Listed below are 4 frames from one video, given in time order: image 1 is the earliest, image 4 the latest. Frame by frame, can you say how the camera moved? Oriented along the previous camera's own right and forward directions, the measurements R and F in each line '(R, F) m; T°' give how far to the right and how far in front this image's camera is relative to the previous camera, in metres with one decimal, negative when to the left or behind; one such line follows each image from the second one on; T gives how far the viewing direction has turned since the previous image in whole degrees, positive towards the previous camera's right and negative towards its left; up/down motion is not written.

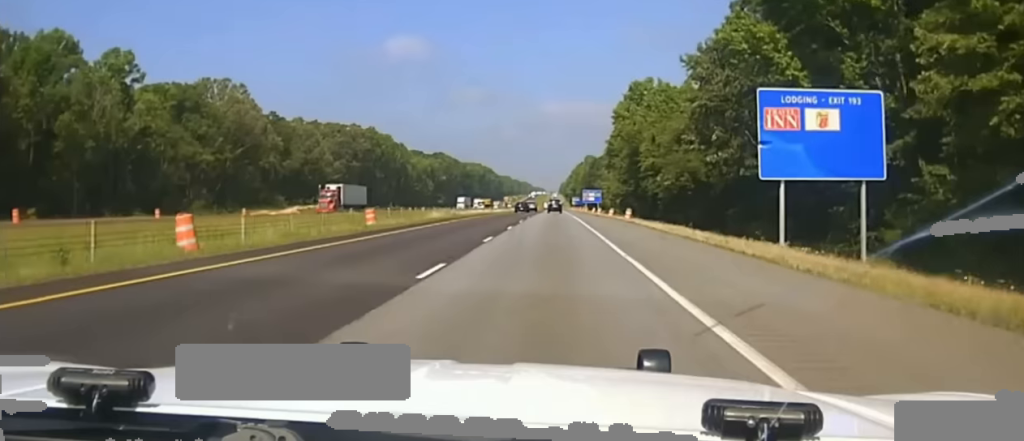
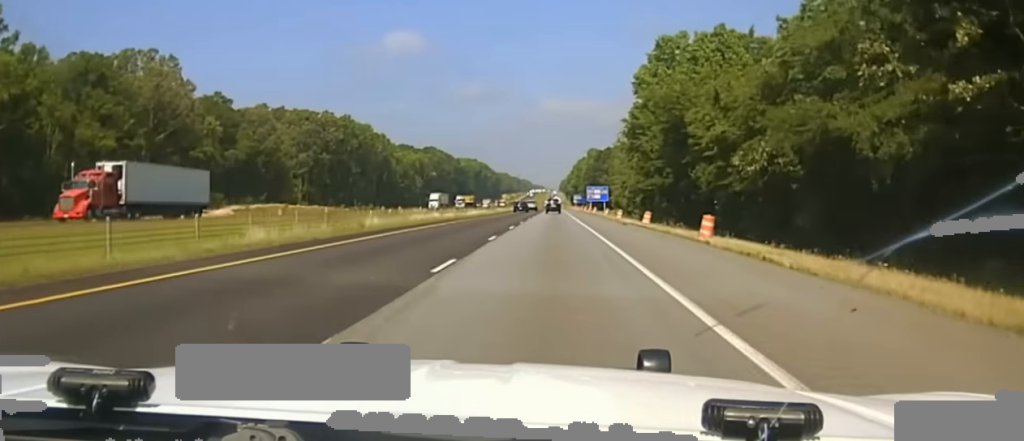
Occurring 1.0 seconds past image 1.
(-0.1, +30.6) m; 0°
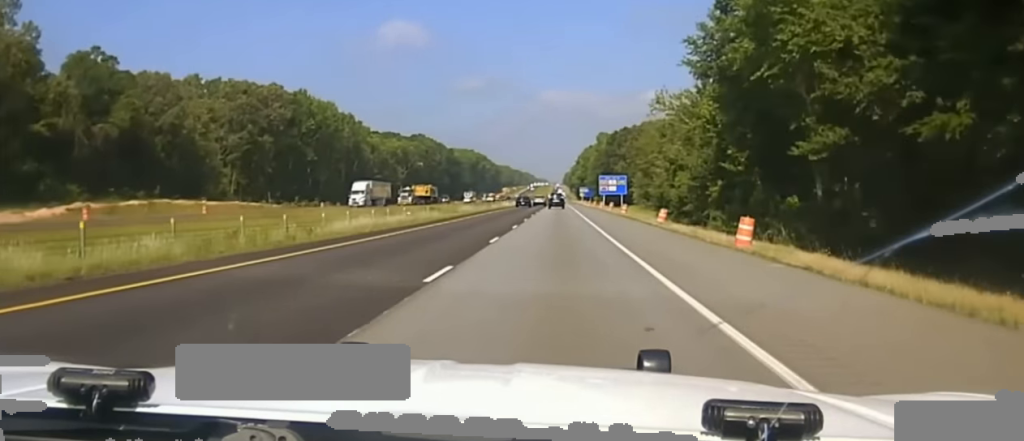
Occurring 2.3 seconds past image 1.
(-0.2, +54.4) m; 0°
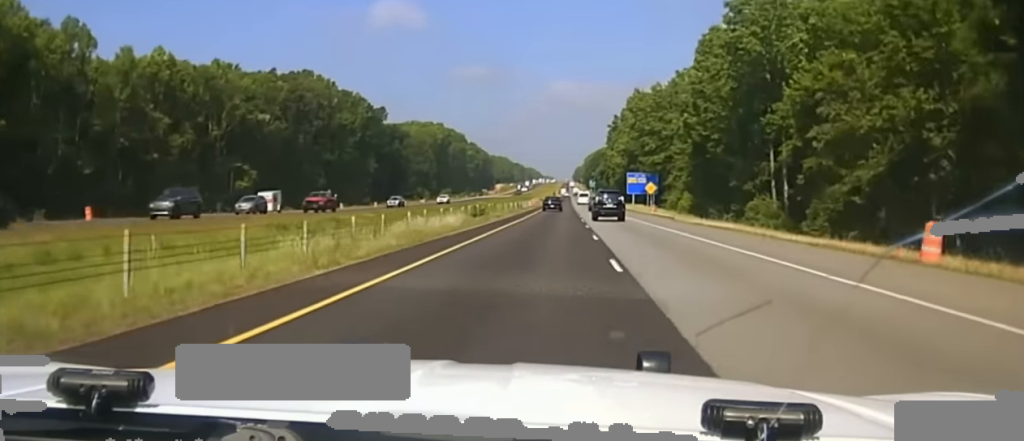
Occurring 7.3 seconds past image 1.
(-2.0, +197.9) m; -1°
